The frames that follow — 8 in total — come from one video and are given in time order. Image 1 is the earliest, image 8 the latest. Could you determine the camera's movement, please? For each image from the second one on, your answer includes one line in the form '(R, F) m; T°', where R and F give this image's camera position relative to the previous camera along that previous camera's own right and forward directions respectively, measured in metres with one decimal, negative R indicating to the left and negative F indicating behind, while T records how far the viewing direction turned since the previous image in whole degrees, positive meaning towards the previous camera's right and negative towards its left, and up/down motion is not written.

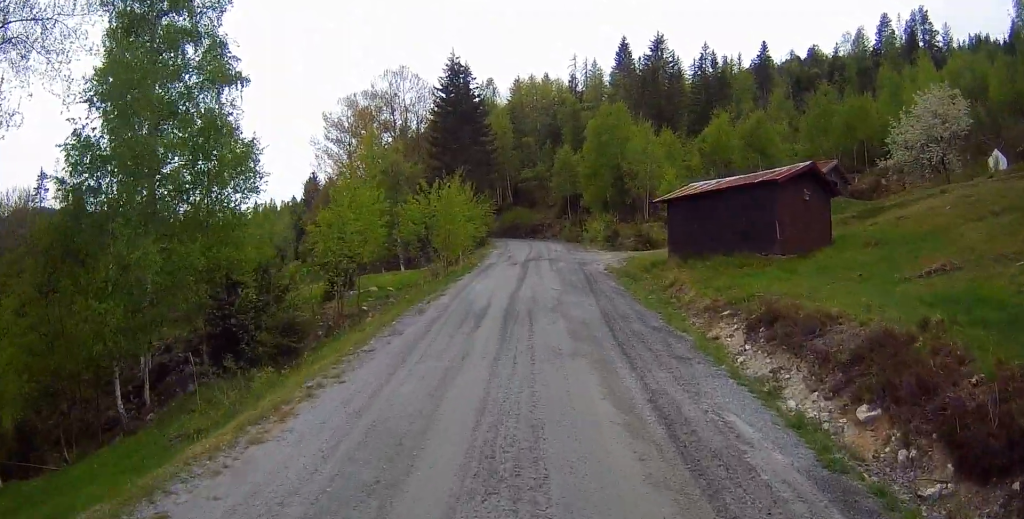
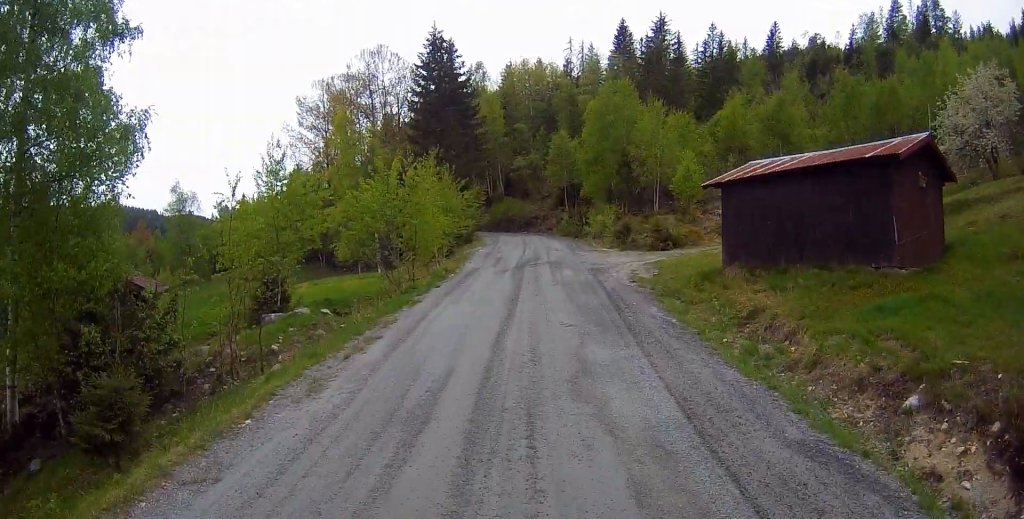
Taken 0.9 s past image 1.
(-0.1, +6.8) m; +1°
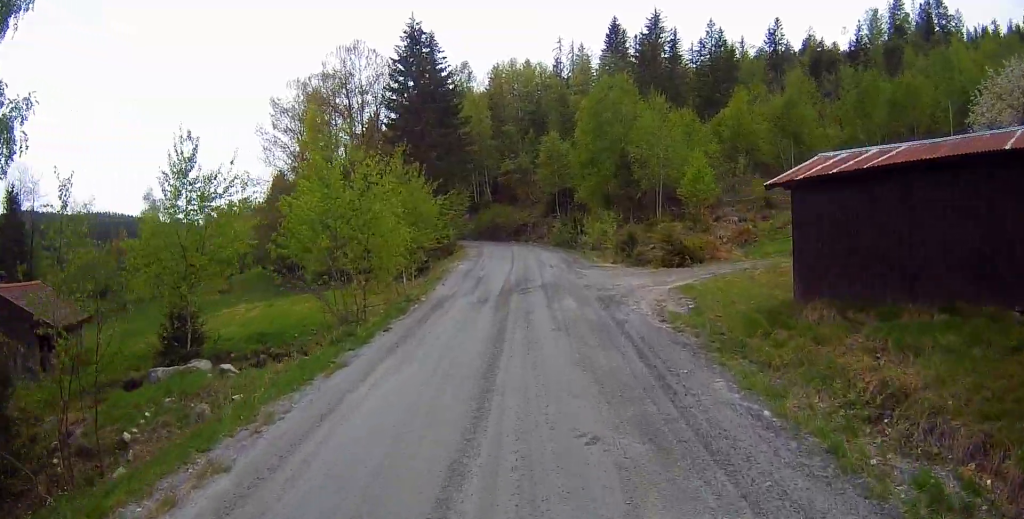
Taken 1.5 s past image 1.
(+0.2, +5.3) m; +1°
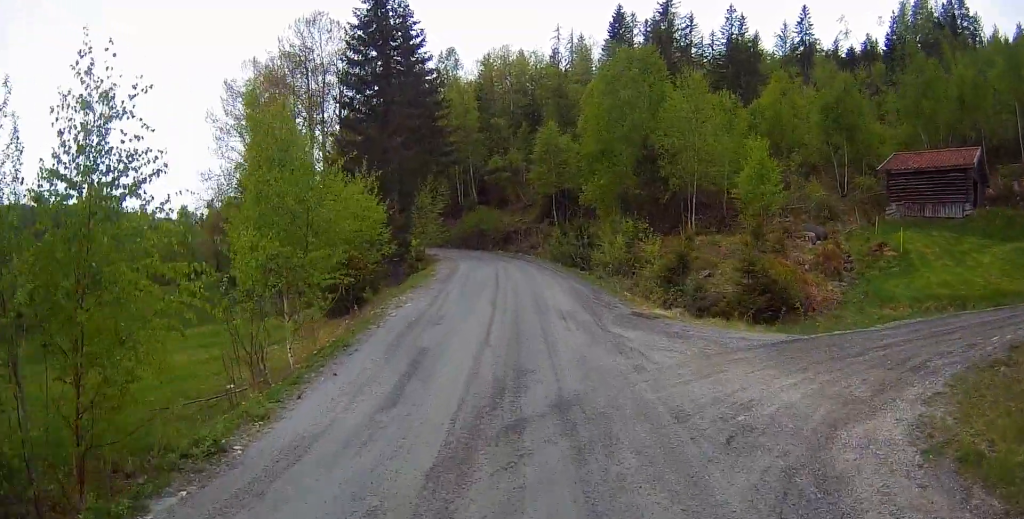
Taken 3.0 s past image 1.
(0.0, +10.6) m; +2°
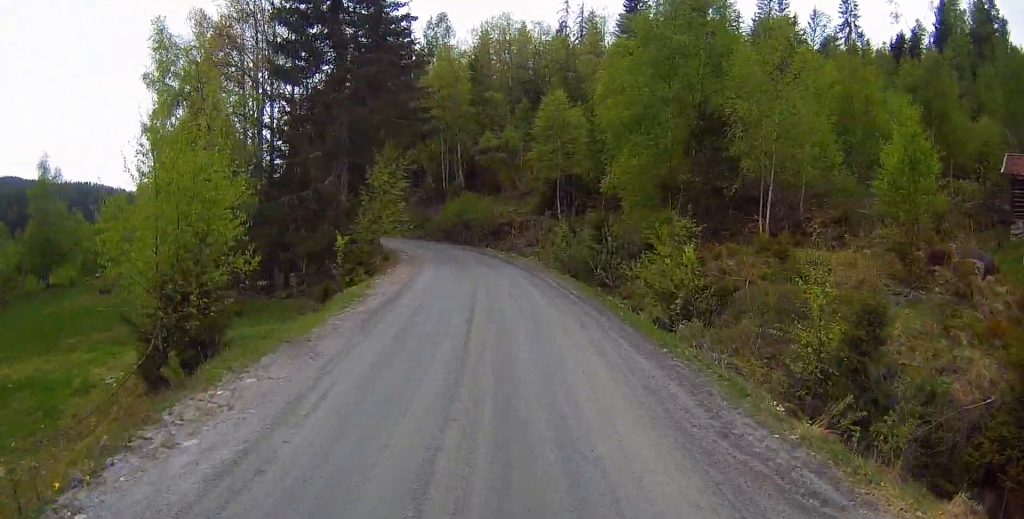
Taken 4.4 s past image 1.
(+0.2, +10.4) m; 0°
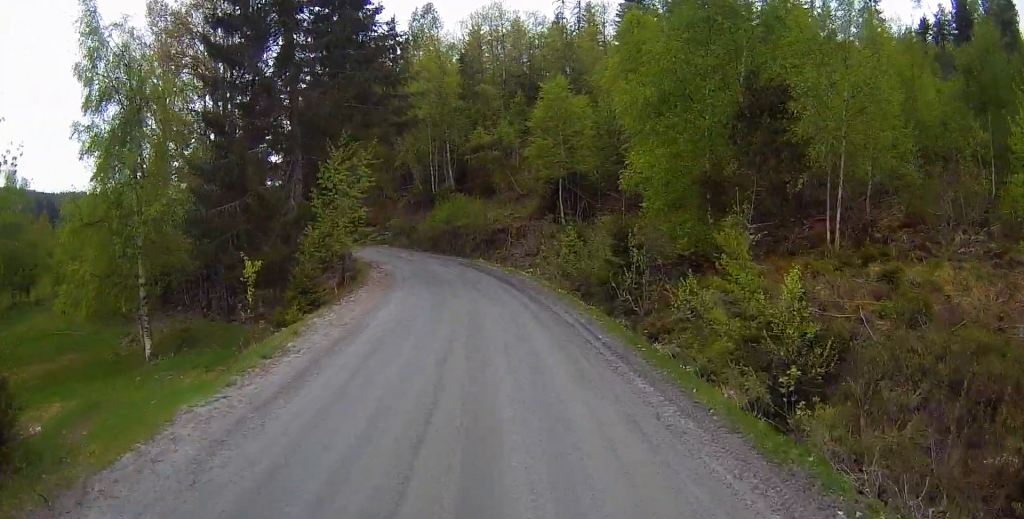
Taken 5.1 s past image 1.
(-0.1, +5.6) m; -1°
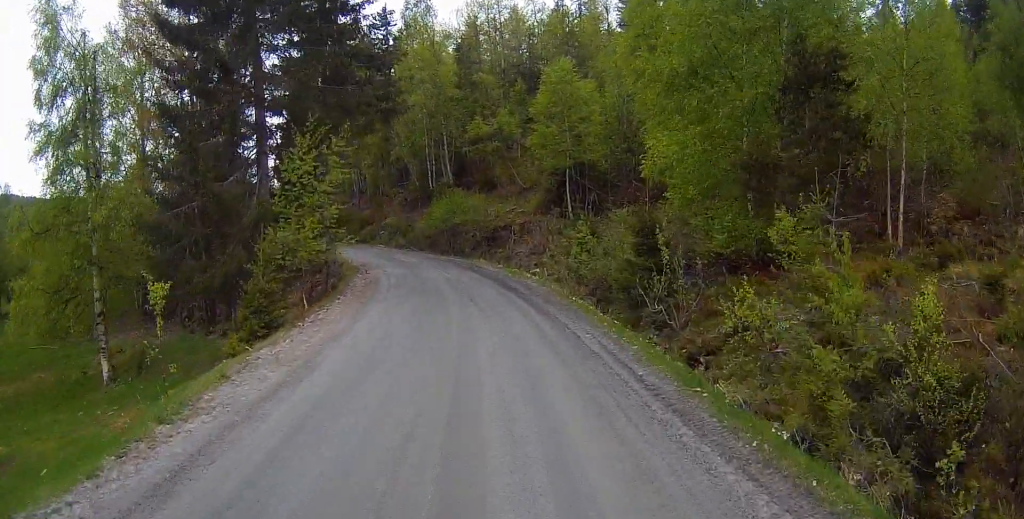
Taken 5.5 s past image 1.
(0.0, +3.3) m; -1°
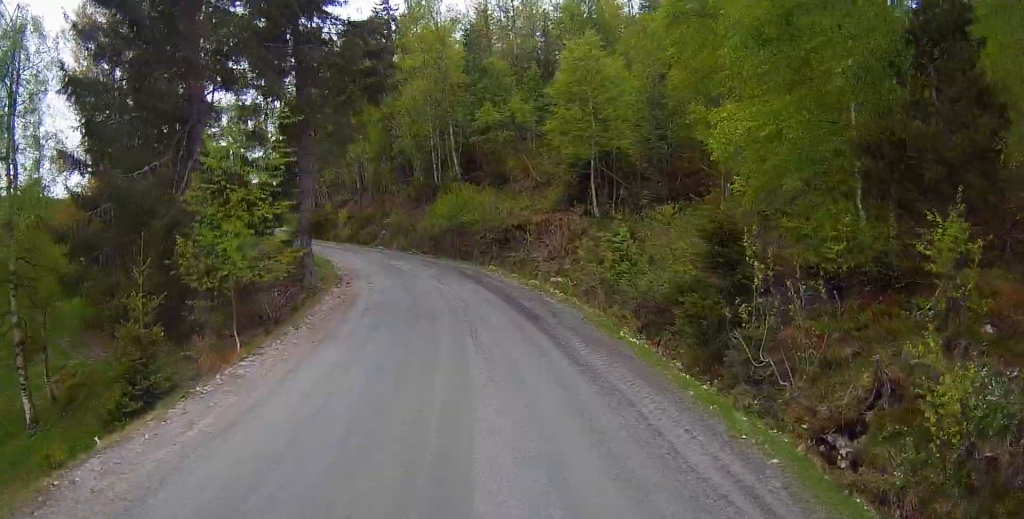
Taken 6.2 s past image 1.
(-0.1, +5.1) m; -1°
